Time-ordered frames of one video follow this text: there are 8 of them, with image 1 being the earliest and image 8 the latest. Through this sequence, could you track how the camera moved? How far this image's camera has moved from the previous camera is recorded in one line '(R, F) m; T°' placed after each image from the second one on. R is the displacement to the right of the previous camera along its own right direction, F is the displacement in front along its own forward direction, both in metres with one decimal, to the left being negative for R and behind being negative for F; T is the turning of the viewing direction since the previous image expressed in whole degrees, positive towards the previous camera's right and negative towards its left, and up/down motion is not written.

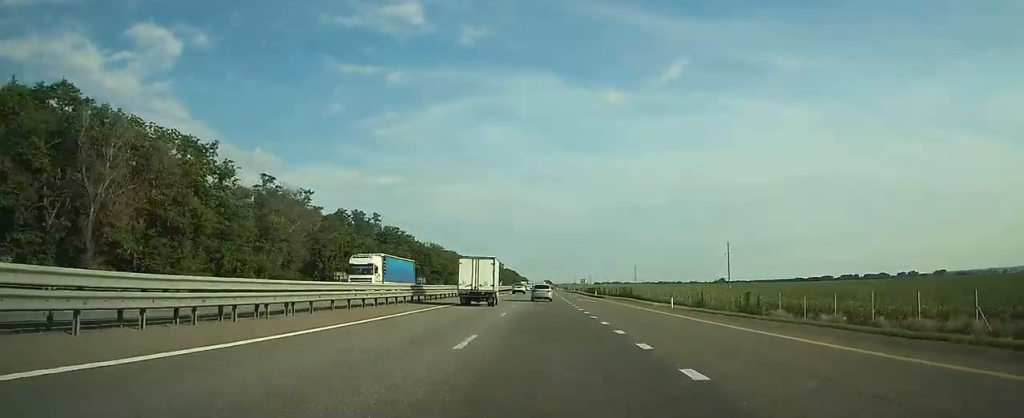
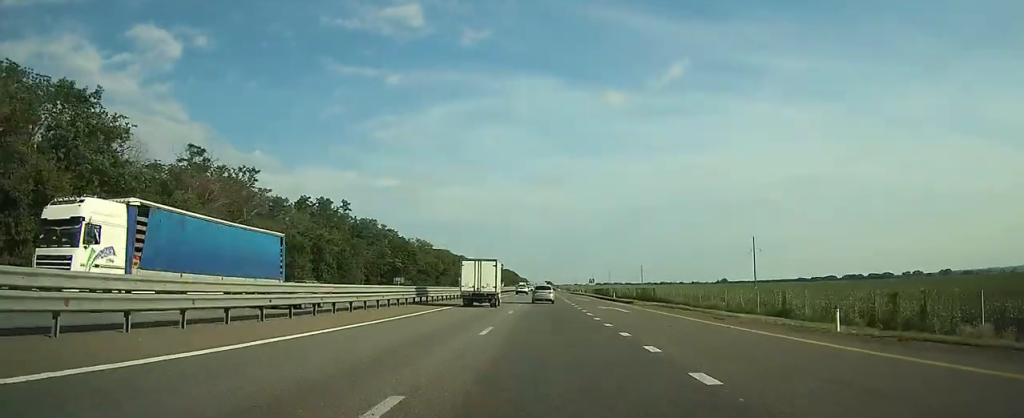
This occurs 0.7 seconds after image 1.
(0.0, +20.1) m; 0°
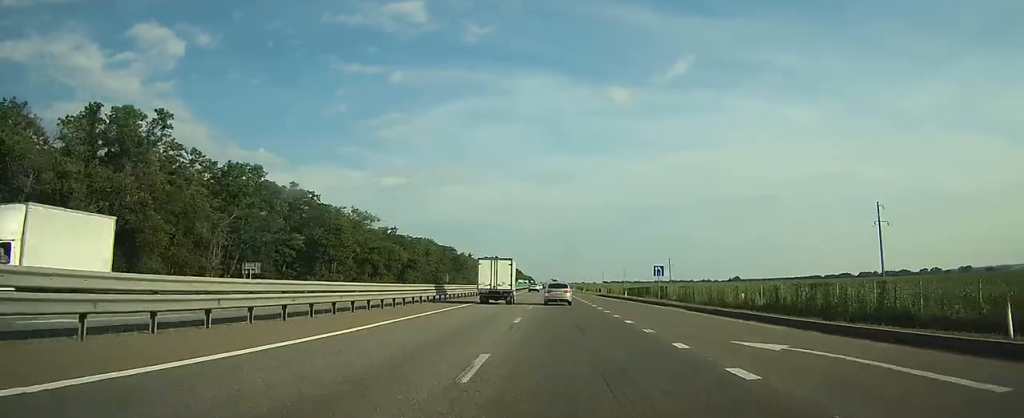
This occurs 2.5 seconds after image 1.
(+0.1, +55.6) m; 0°
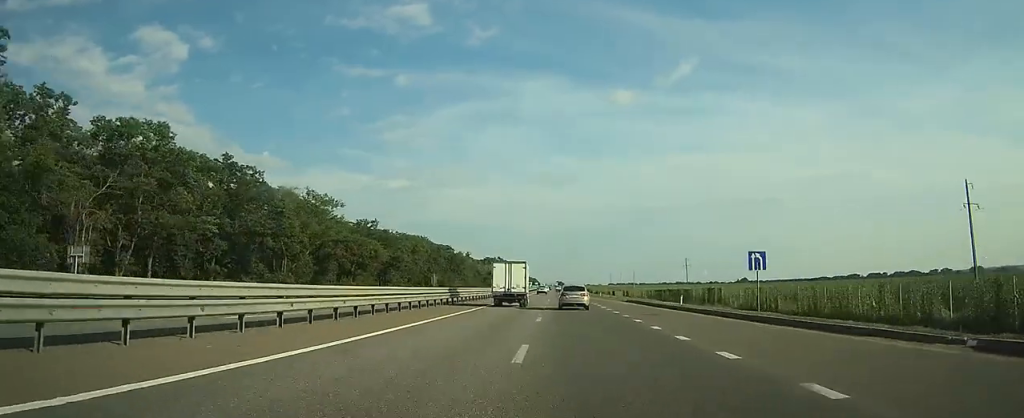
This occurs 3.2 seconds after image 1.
(0.0, +21.3) m; 0°
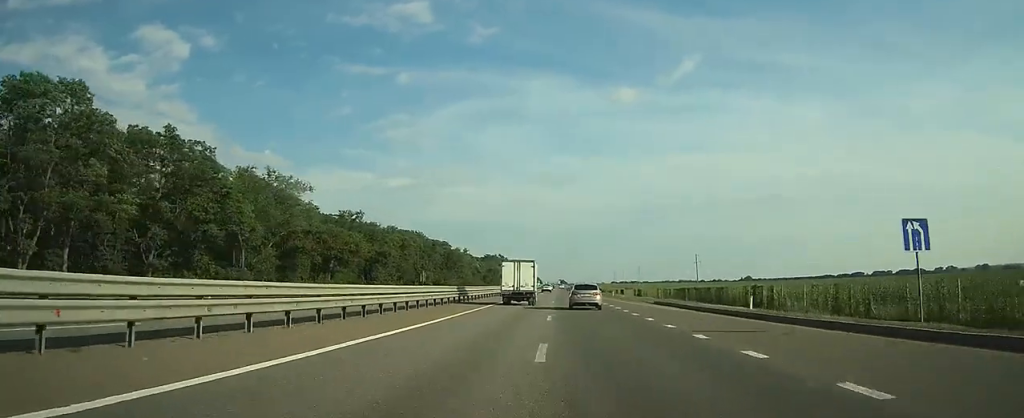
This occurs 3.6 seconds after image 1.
(-0.1, +12.2) m; 0°
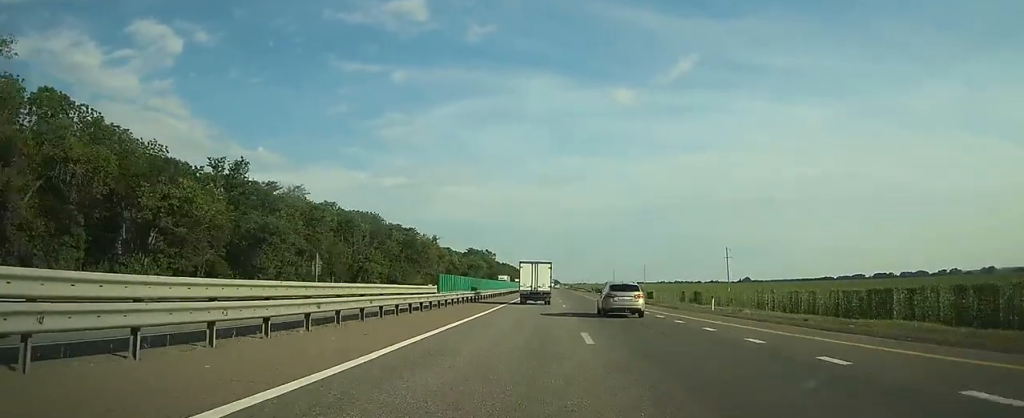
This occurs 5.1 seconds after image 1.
(-0.3, +44.8) m; 0°
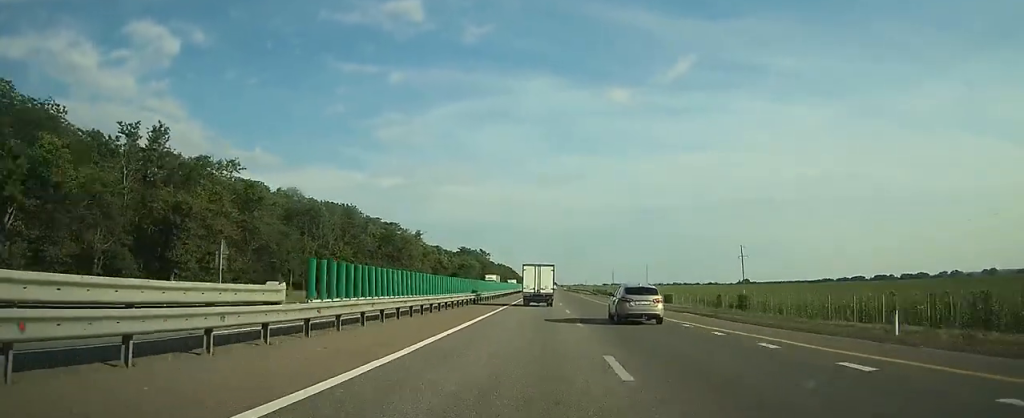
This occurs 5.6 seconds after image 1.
(0.0, +16.4) m; 0°
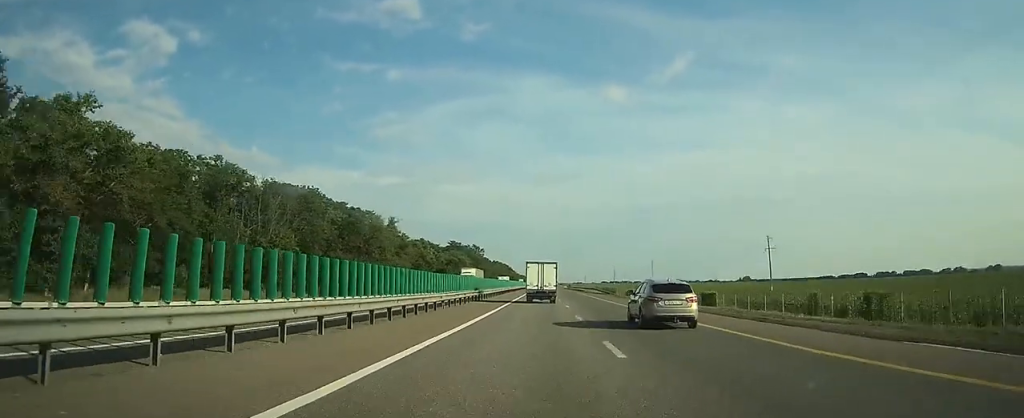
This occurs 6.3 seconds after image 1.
(0.0, +21.5) m; 0°
